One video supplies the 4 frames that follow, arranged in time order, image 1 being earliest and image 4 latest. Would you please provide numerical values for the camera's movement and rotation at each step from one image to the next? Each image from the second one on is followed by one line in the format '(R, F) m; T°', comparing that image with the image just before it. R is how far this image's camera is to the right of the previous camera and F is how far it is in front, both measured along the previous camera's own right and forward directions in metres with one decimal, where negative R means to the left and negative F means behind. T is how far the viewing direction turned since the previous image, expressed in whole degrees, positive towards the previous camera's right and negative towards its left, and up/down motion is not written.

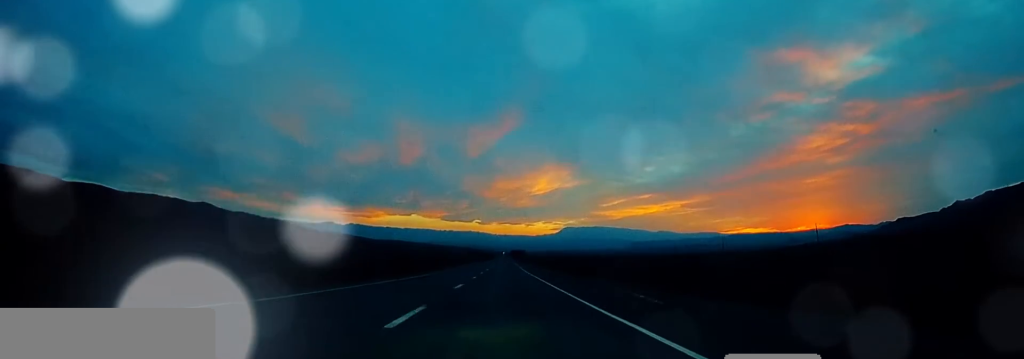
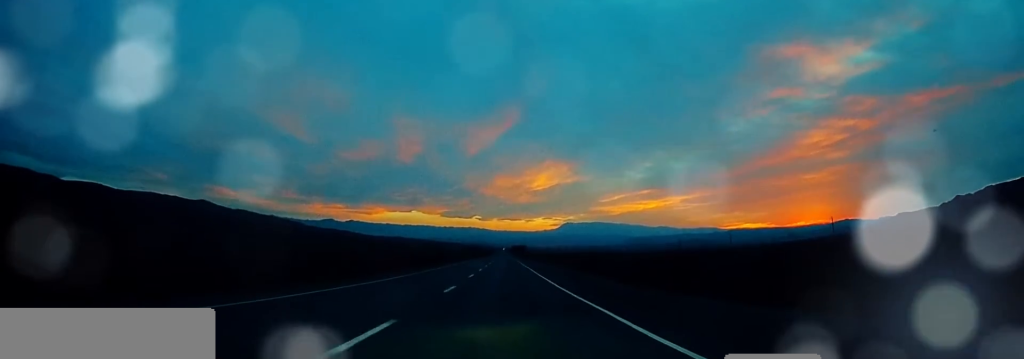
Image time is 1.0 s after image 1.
(+0.6, +25.4) m; 0°
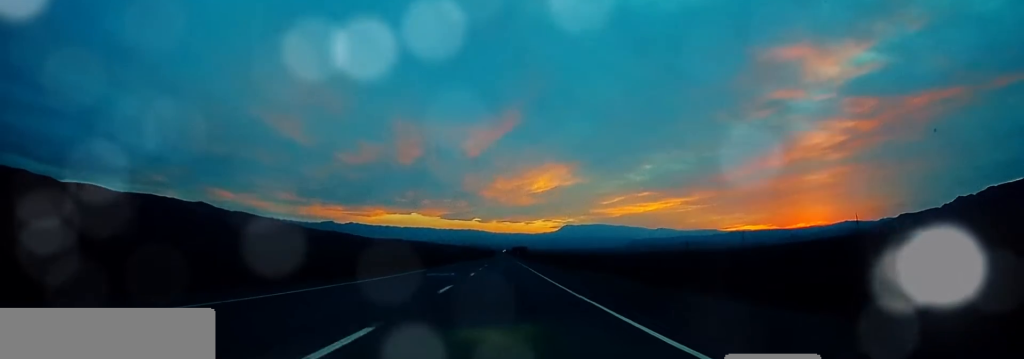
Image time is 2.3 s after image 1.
(-0.8, +34.4) m; -2°
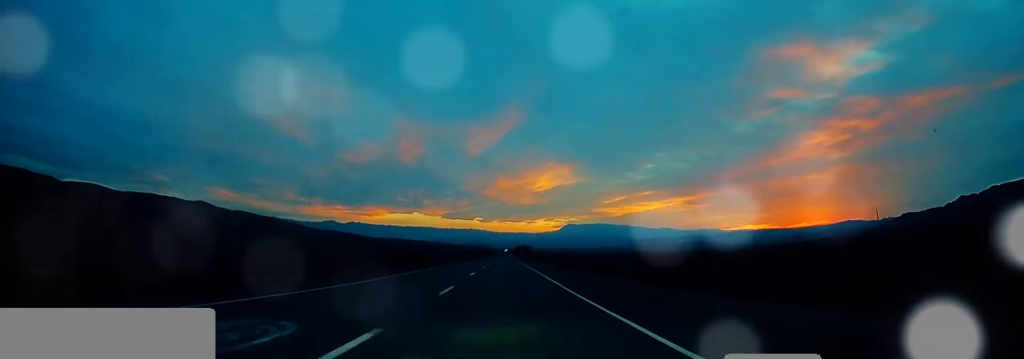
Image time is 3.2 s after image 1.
(-0.1, +24.0) m; 0°
